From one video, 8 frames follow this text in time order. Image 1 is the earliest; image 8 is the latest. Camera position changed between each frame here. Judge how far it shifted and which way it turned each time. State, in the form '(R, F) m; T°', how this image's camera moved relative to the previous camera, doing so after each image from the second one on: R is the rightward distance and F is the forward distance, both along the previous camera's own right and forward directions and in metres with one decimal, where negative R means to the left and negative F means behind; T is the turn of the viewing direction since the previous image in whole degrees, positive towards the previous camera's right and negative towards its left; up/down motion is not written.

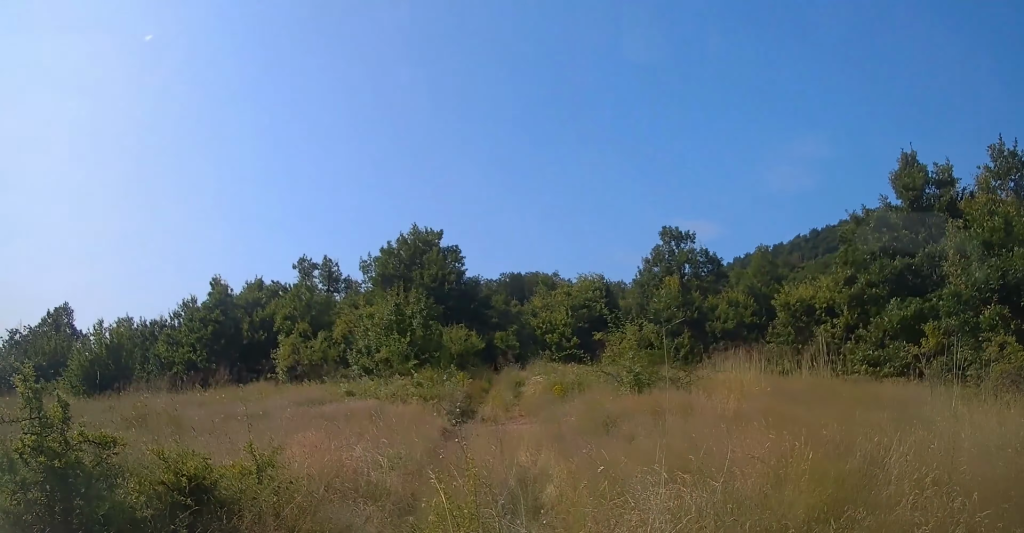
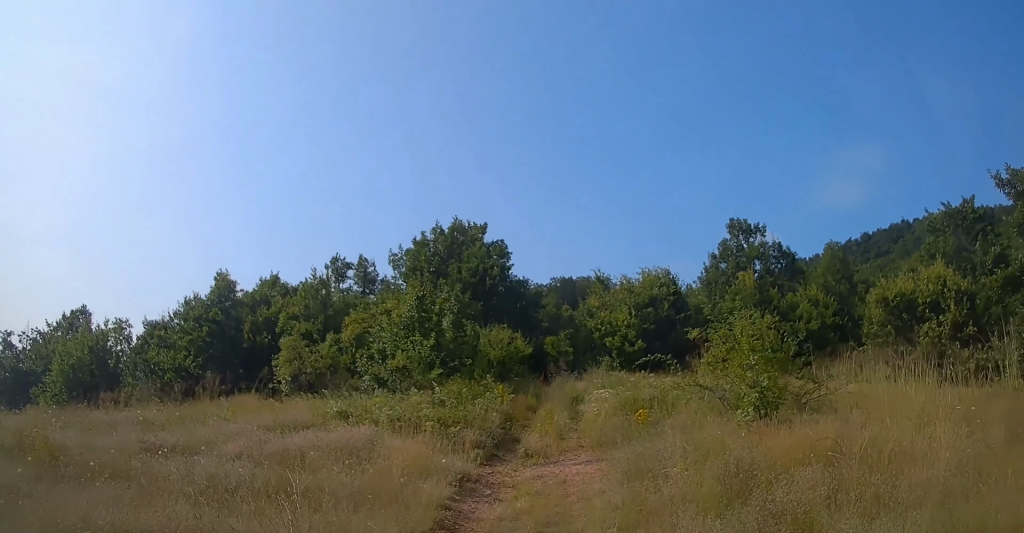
(-0.2, +5.0) m; -3°
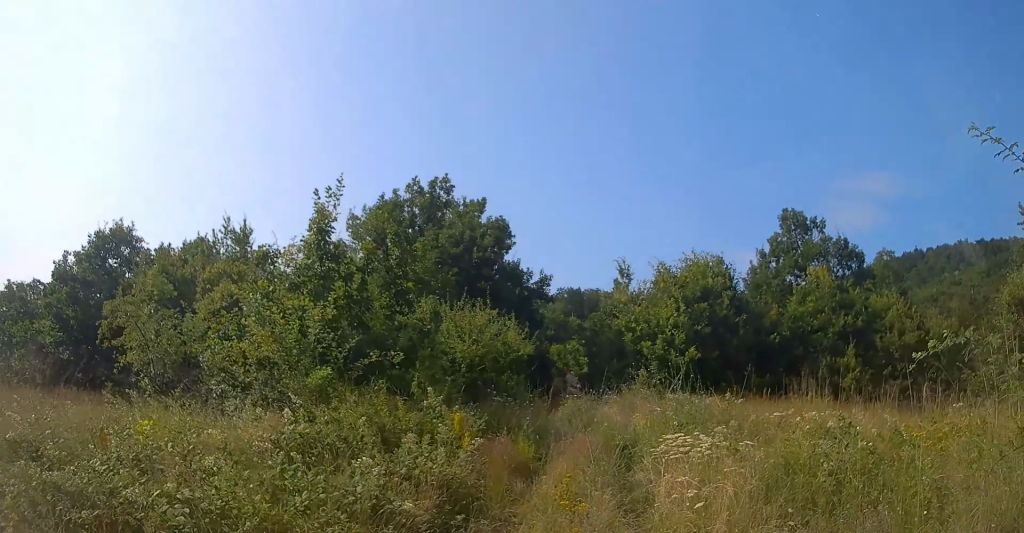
(-0.1, +8.3) m; +1°
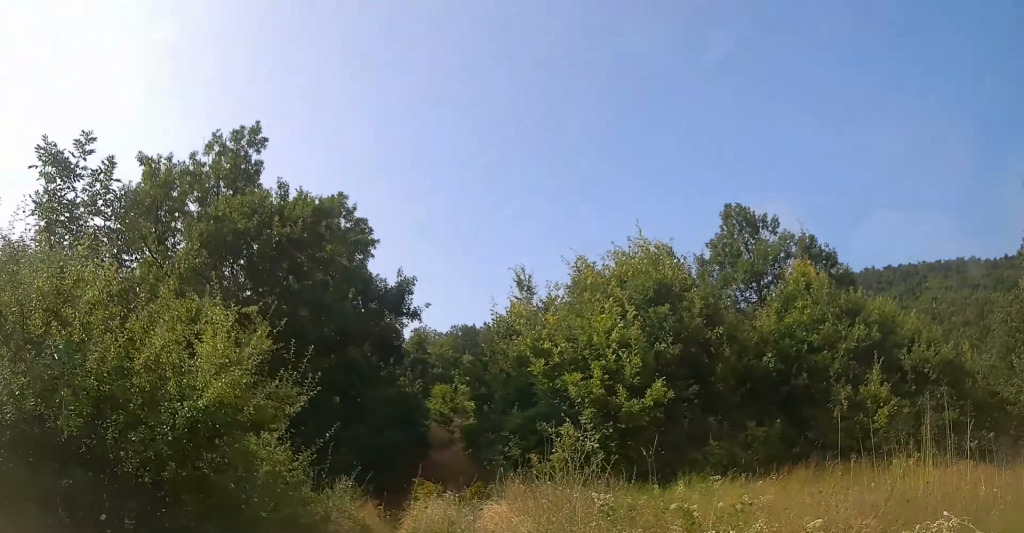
(+0.3, +8.0) m; -1°
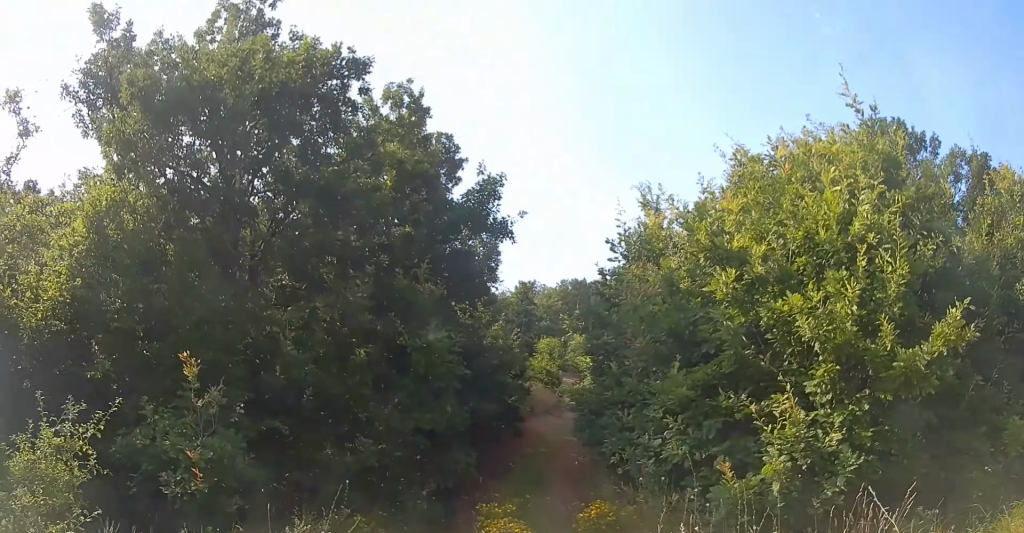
(-0.3, +5.4) m; -4°
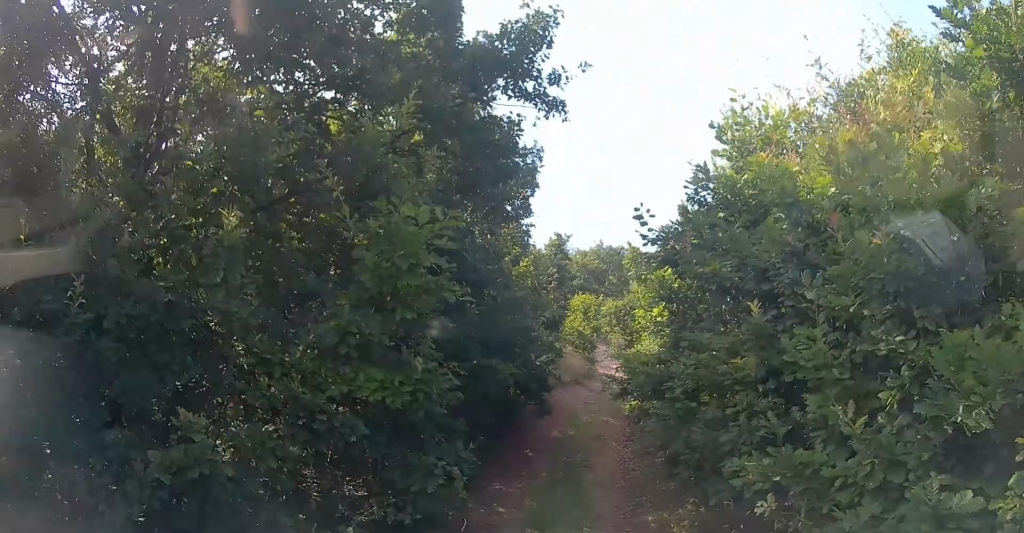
(-0.1, +4.2) m; -1°
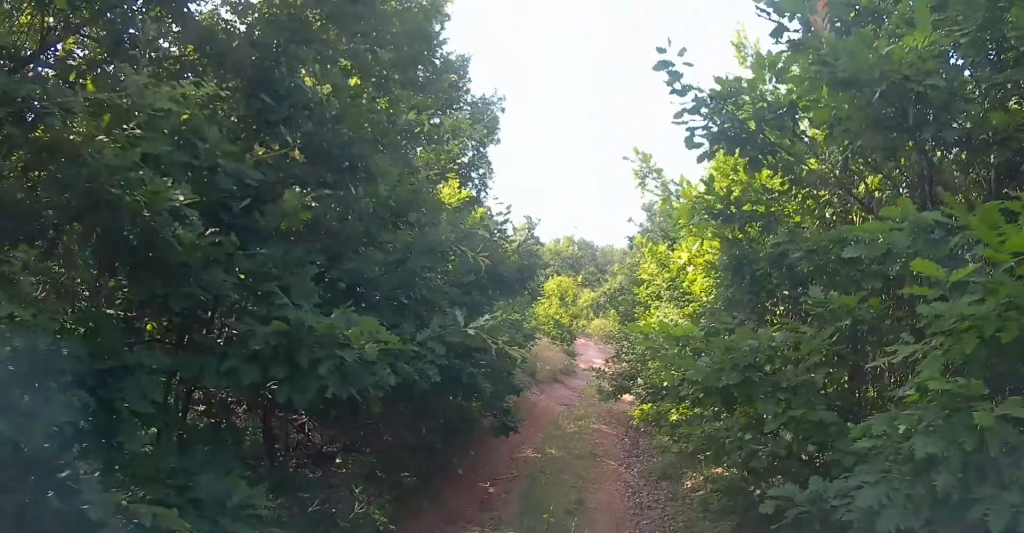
(0.0, +3.3) m; 0°
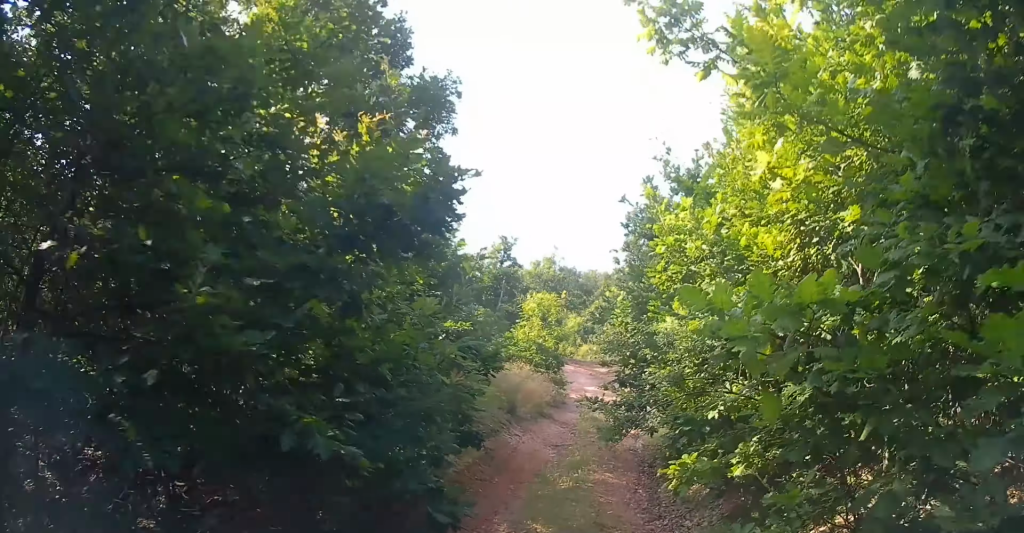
(0.0, +2.5) m; +2°
